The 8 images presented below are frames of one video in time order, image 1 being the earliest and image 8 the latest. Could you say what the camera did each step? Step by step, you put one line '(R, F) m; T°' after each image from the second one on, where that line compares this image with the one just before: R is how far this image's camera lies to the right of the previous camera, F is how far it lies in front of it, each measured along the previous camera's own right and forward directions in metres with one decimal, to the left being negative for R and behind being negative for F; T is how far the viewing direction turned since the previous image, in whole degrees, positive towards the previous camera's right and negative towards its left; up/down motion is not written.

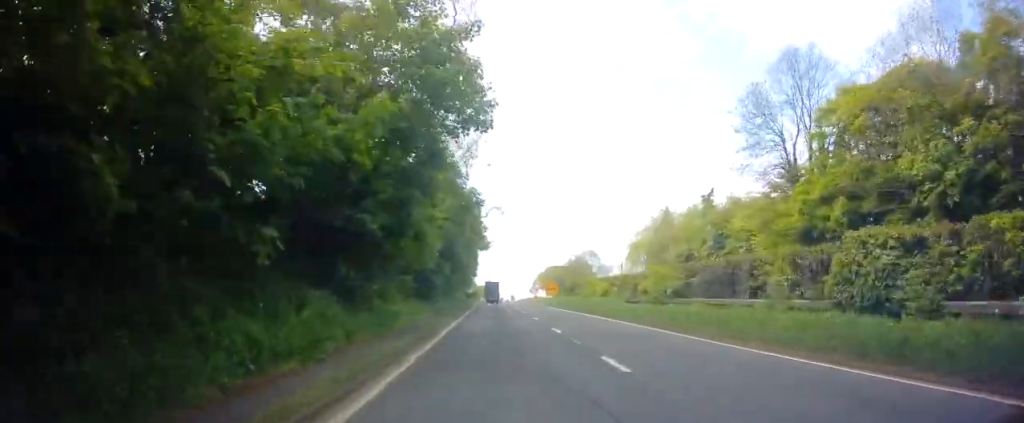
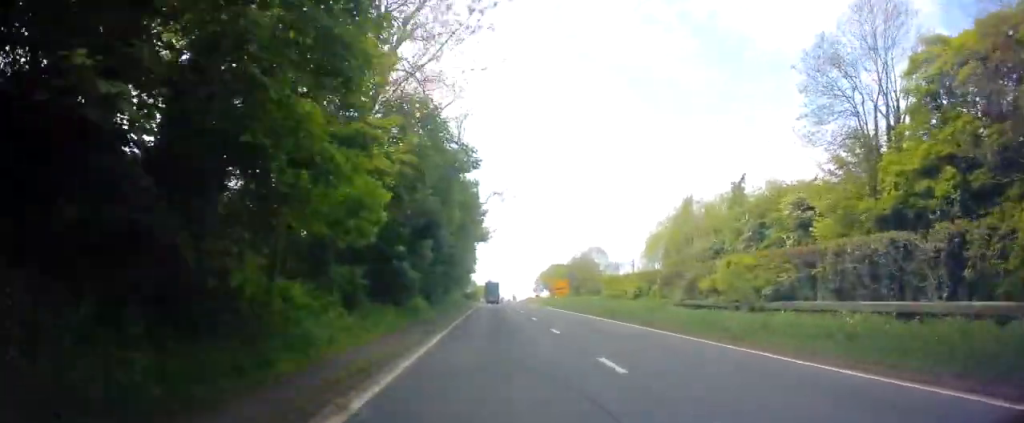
(+0.3, +8.8) m; 0°
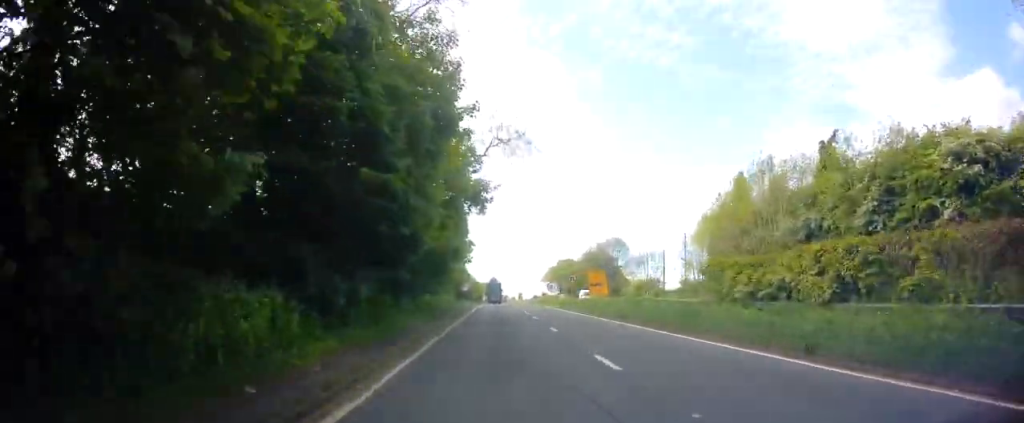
(-0.6, +17.3) m; -2°
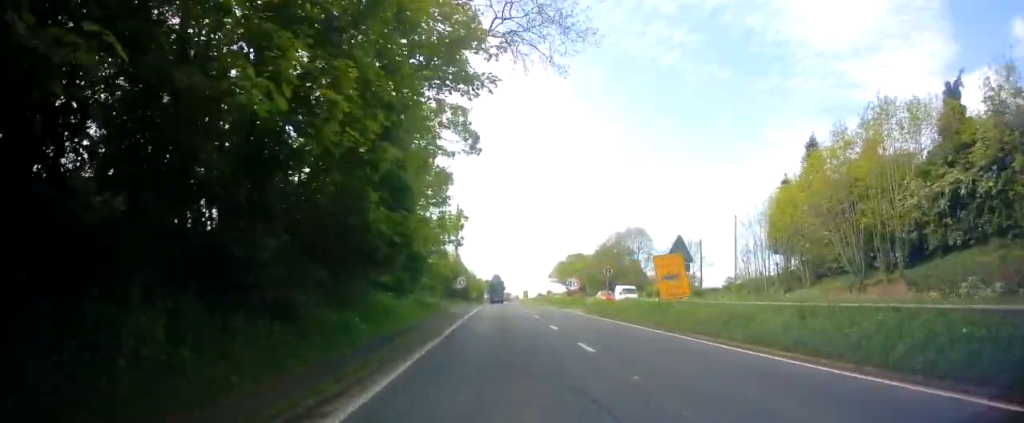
(0.0, +14.8) m; 0°
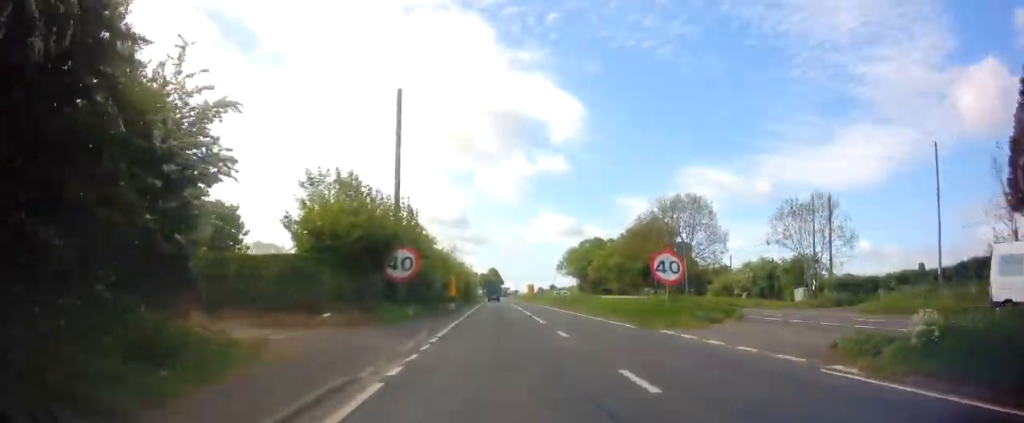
(-0.2, +29.8) m; -1°
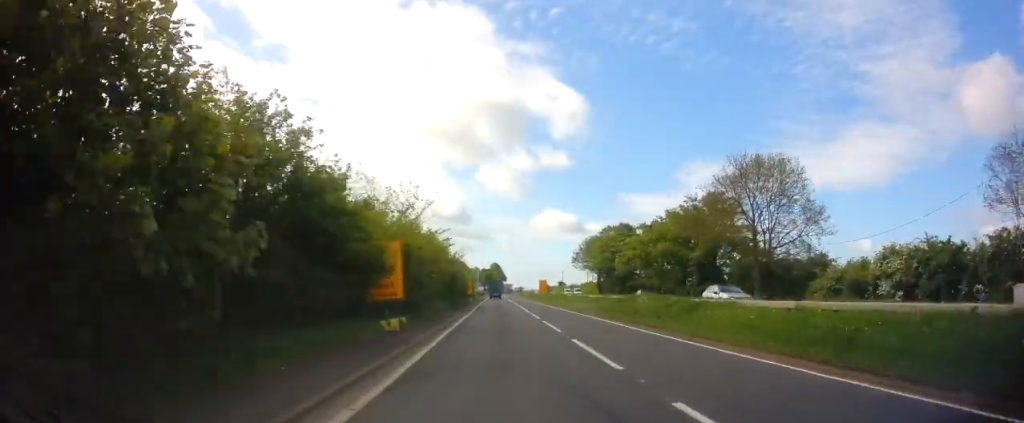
(0.0, +21.6) m; +2°
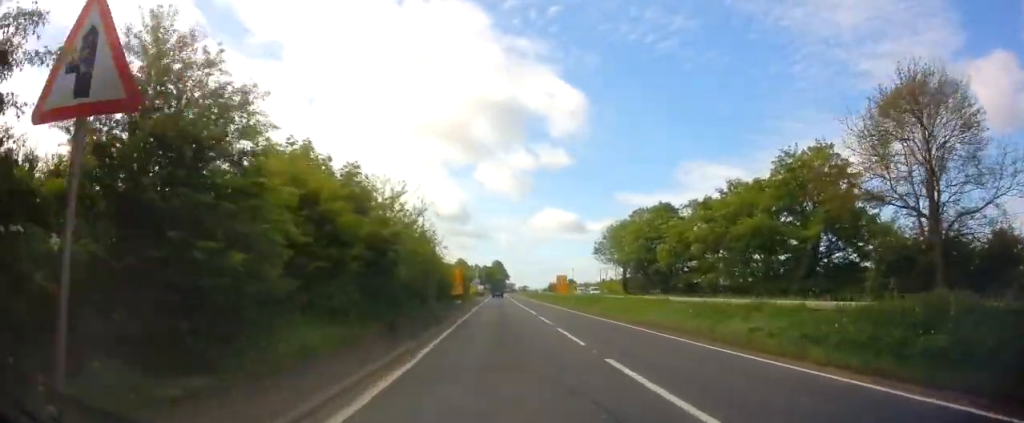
(+0.1, +21.4) m; -1°
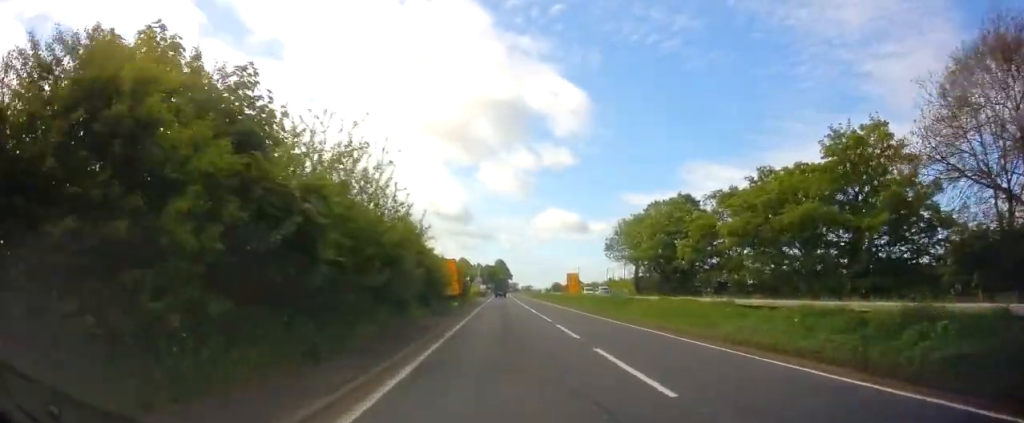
(-0.1, +6.5) m; -1°
